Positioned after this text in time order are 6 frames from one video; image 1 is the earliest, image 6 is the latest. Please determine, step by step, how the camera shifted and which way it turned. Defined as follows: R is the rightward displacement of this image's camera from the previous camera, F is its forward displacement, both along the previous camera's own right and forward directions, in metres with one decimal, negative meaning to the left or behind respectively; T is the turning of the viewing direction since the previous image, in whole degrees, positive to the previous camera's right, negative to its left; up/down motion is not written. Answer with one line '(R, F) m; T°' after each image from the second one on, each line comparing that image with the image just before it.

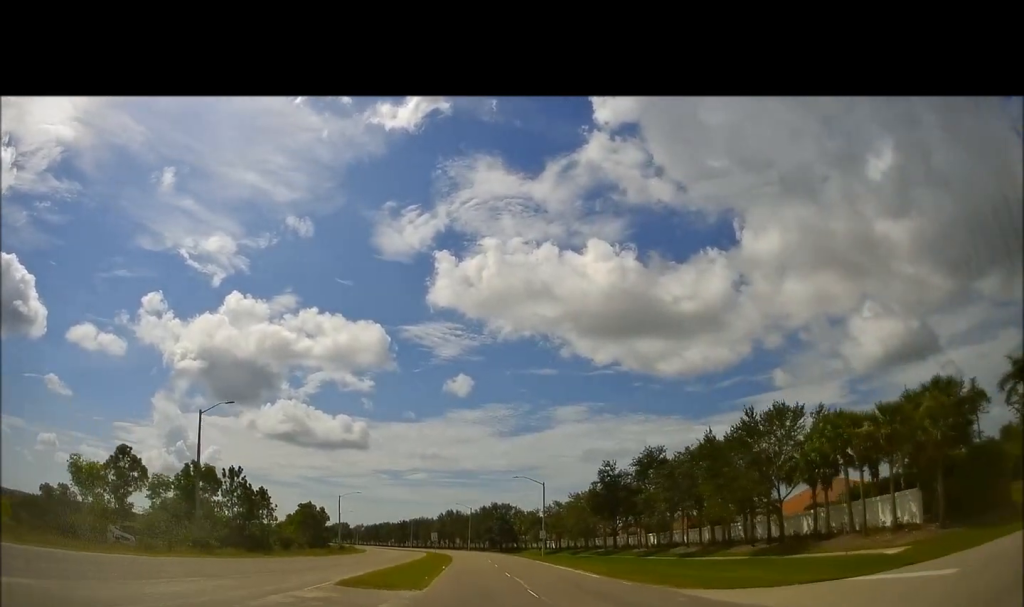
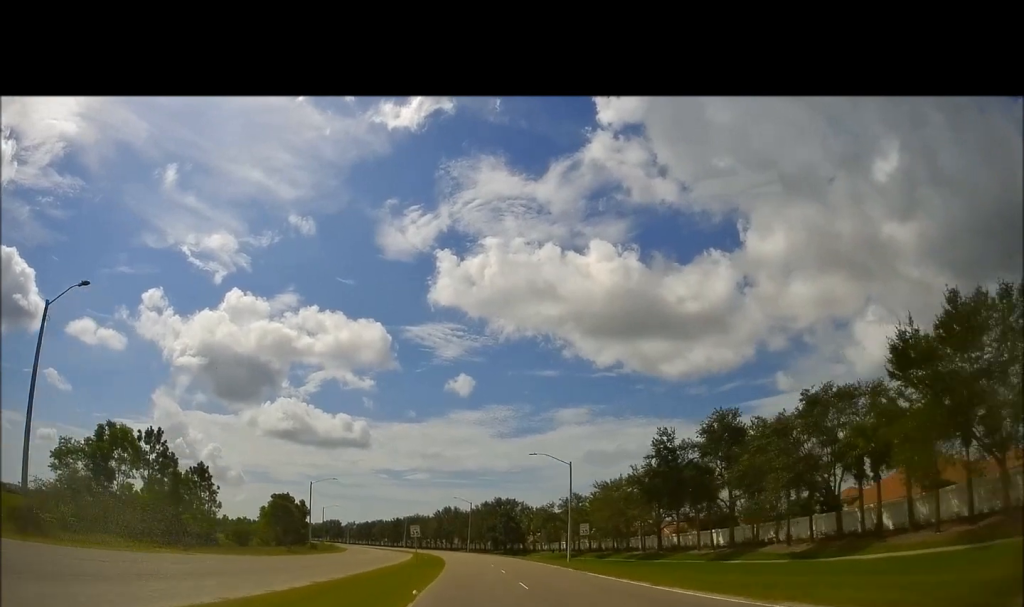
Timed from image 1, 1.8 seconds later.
(+0.1, +22.0) m; +1°
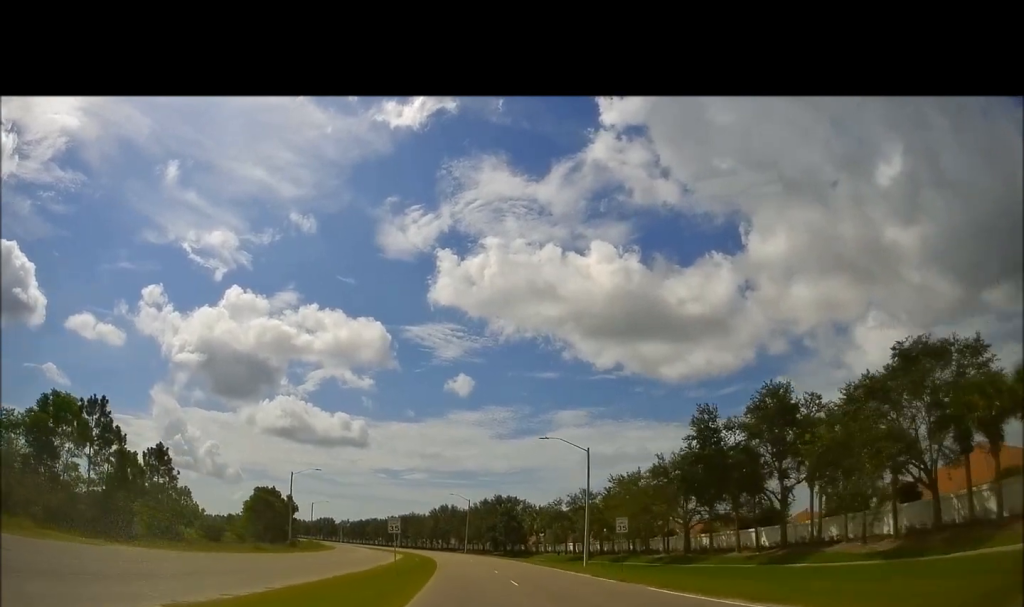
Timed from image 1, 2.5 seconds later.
(0.0, +10.1) m; -1°
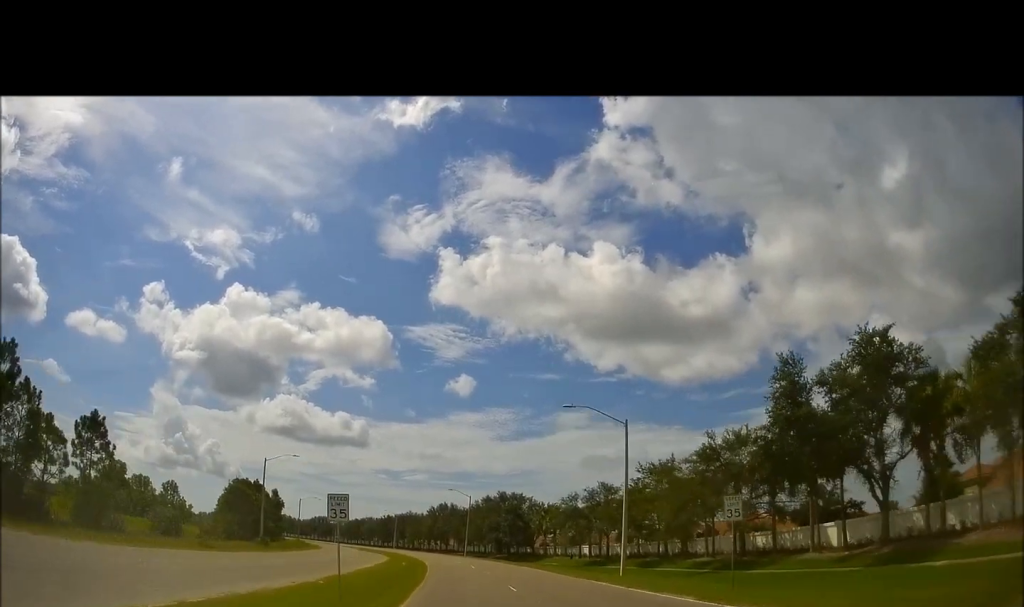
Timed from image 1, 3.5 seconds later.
(-0.3, +12.6) m; -1°
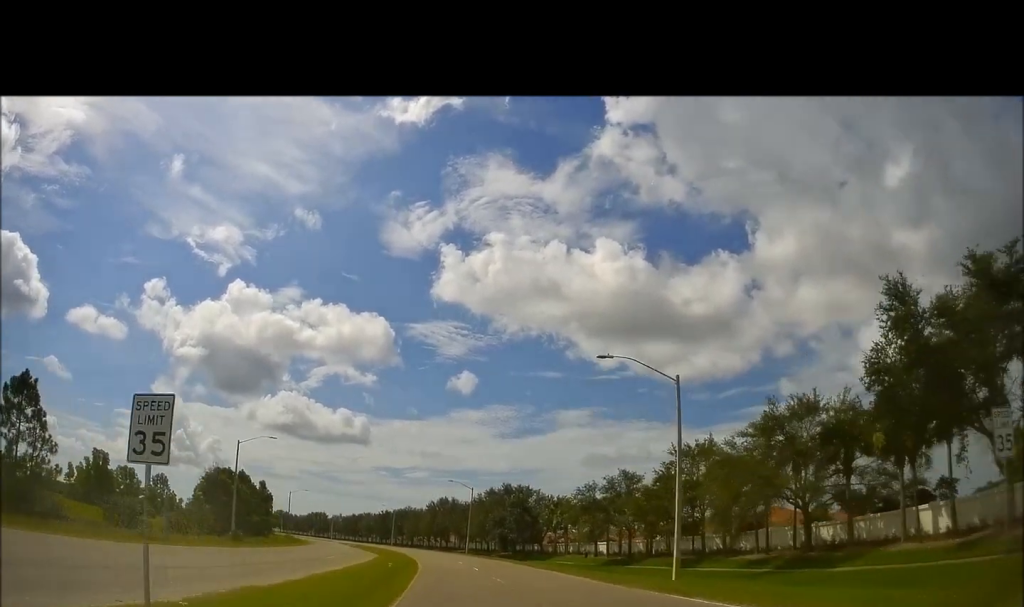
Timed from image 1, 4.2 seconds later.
(-0.1, +10.2) m; 0°
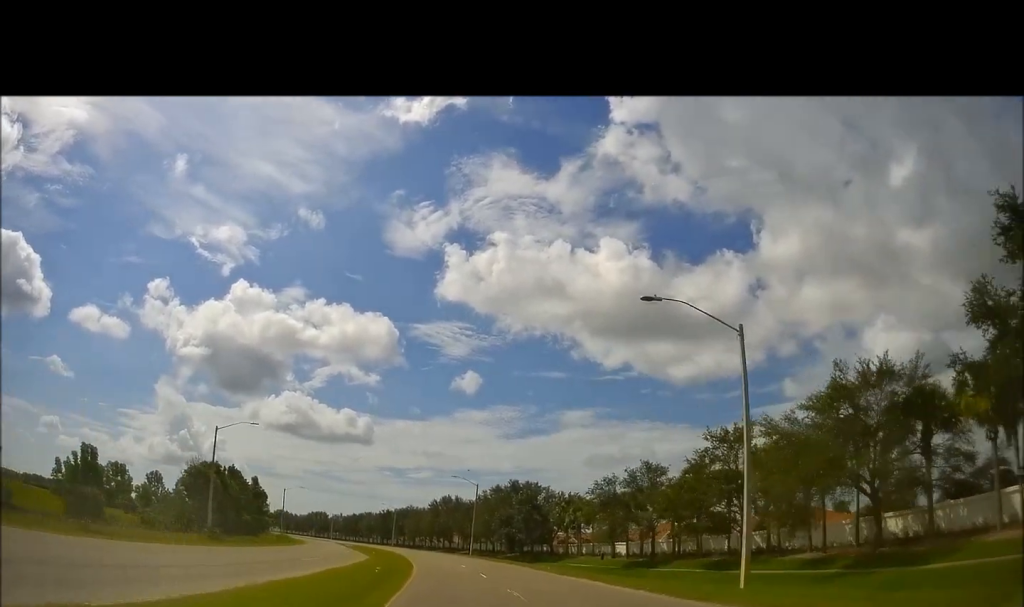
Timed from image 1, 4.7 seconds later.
(0.0, +7.5) m; 0°
